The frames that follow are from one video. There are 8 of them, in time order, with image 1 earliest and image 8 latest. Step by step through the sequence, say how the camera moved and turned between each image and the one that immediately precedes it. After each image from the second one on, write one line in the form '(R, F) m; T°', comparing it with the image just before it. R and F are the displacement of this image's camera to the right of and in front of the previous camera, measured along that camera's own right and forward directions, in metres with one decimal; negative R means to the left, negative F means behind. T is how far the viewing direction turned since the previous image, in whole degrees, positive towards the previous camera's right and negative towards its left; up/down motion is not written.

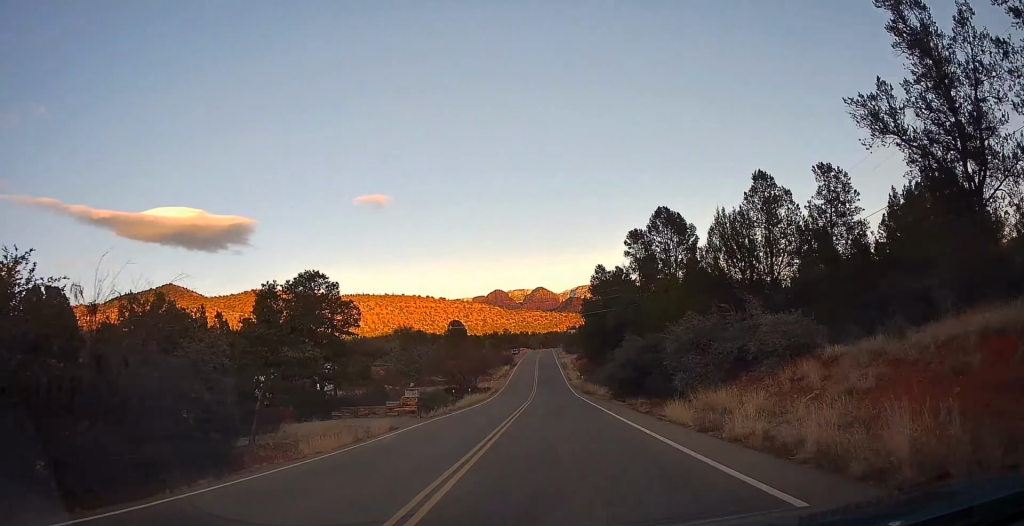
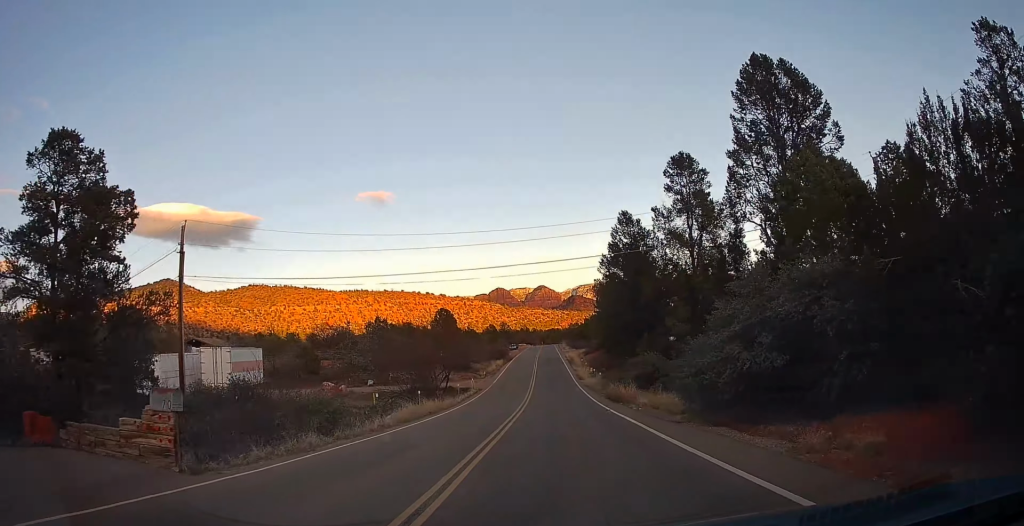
(0.0, +19.7) m; 0°
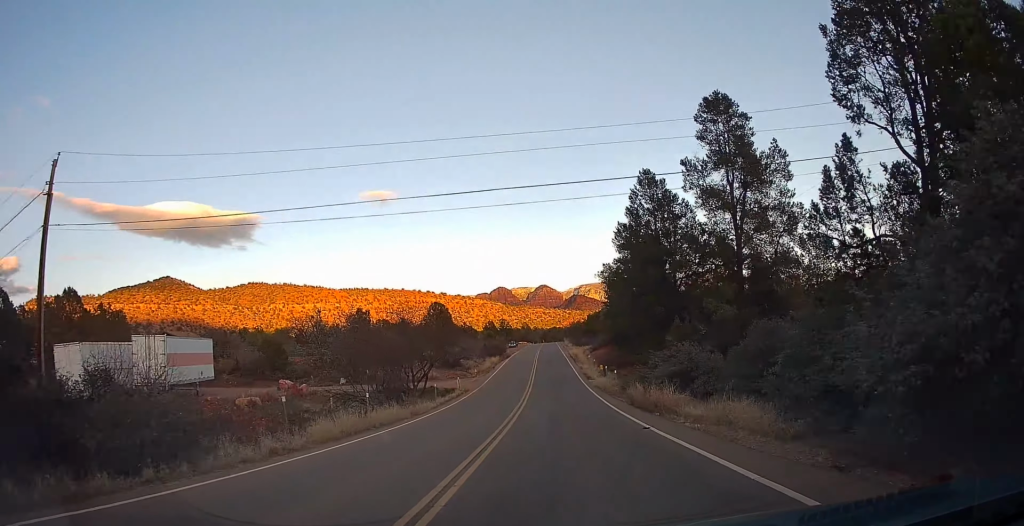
(0.0, +8.6) m; 0°
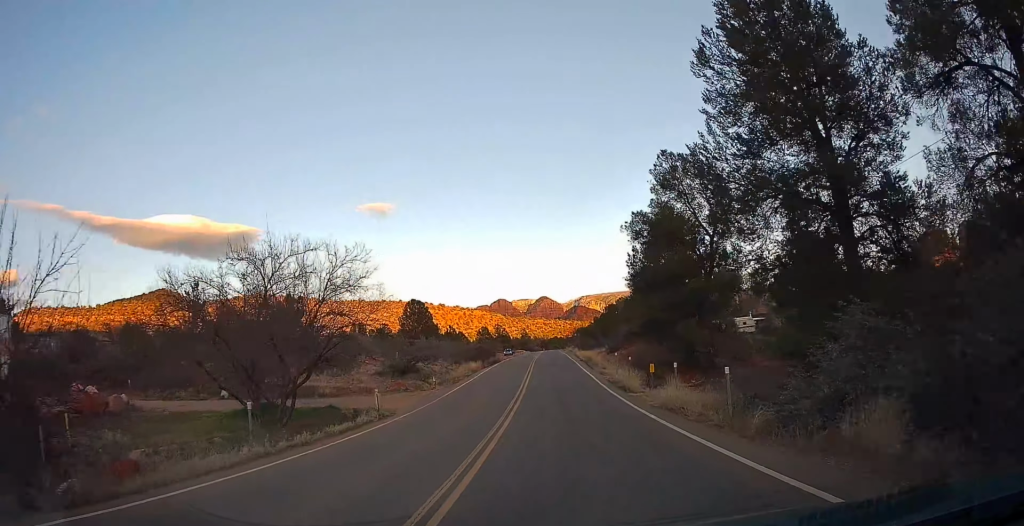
(0.0, +20.2) m; 0°
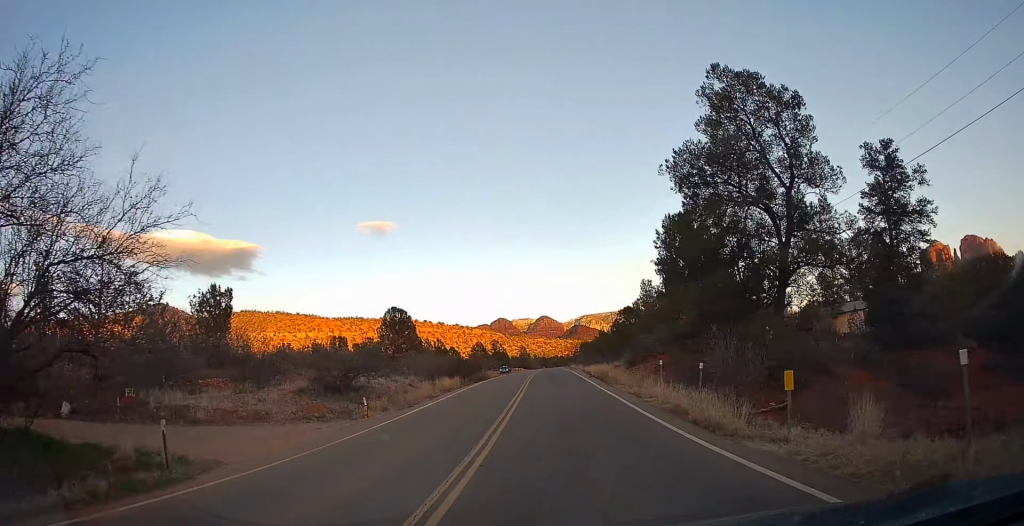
(0.0, +12.6) m; 0°
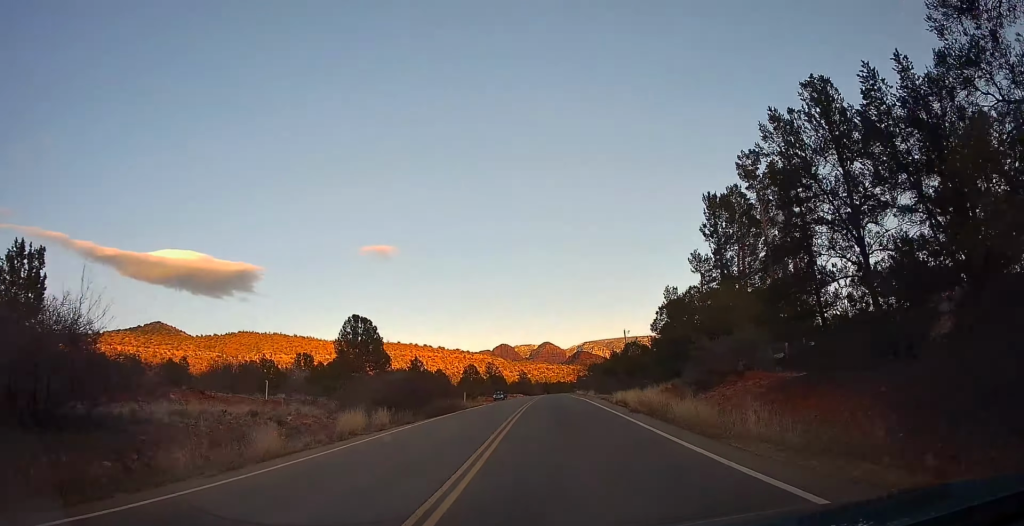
(0.0, +18.5) m; 0°
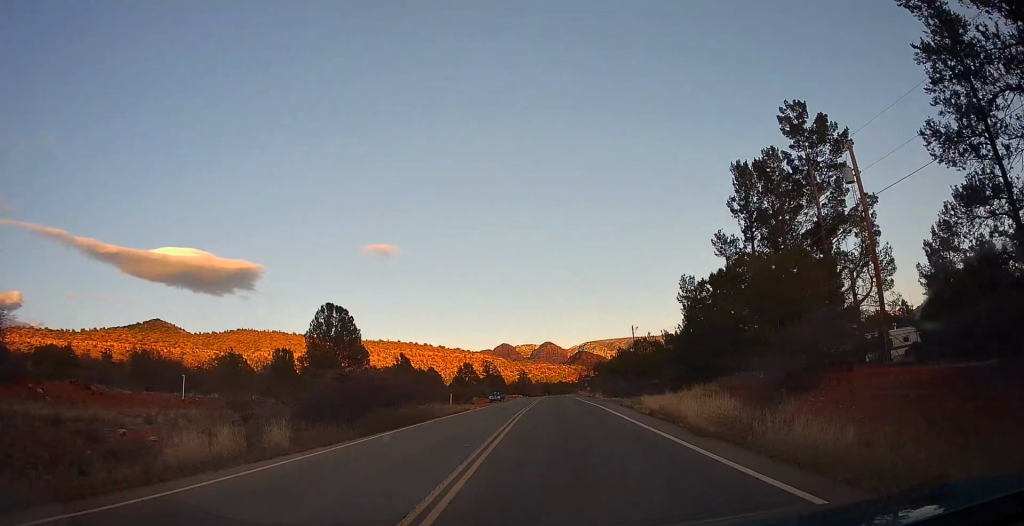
(0.0, +8.9) m; 0°
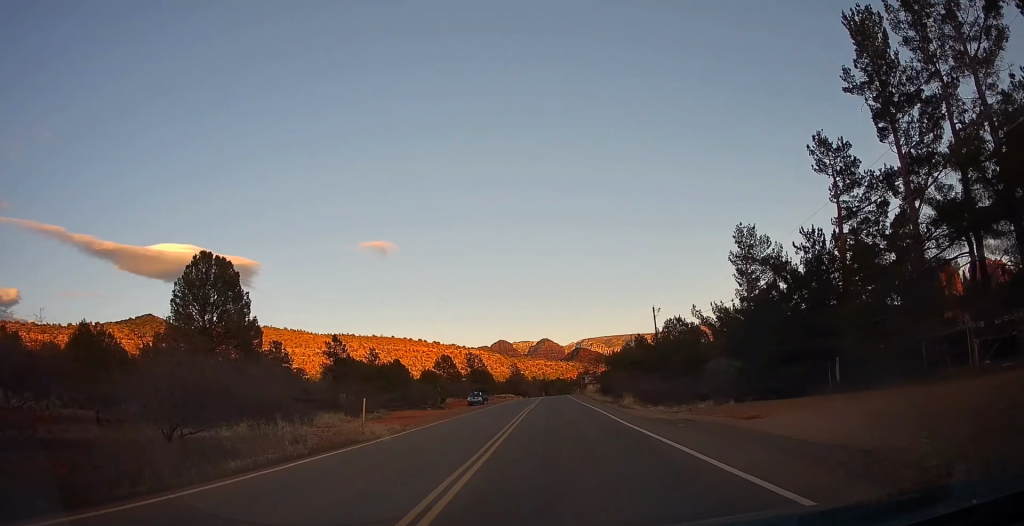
(0.0, +23.2) m; 0°
